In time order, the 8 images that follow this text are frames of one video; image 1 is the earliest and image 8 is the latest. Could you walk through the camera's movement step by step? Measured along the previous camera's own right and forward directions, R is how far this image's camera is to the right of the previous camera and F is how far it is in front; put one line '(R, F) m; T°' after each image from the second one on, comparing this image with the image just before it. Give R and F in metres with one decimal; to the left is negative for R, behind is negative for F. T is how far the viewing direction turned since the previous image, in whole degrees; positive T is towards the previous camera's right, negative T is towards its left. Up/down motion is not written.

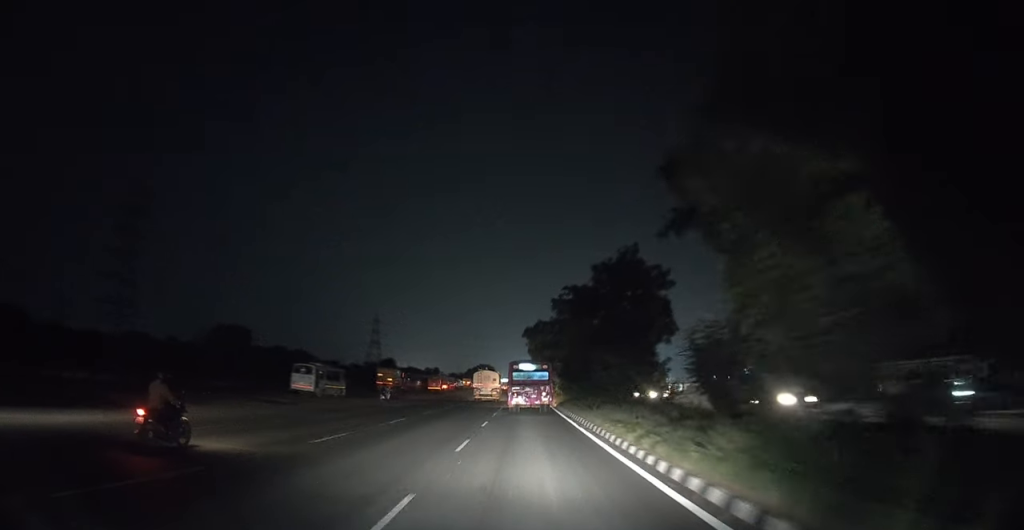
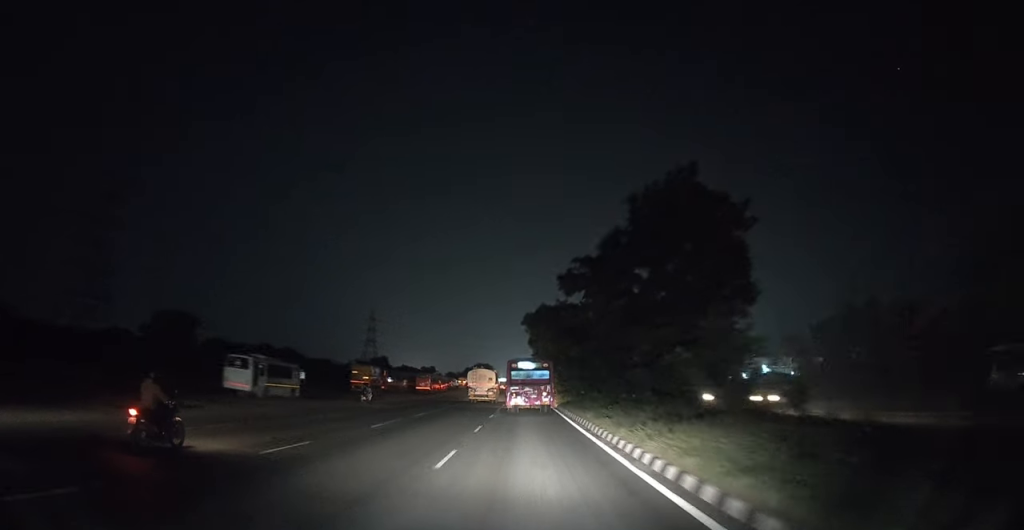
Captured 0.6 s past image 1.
(-0.1, +12.1) m; 0°
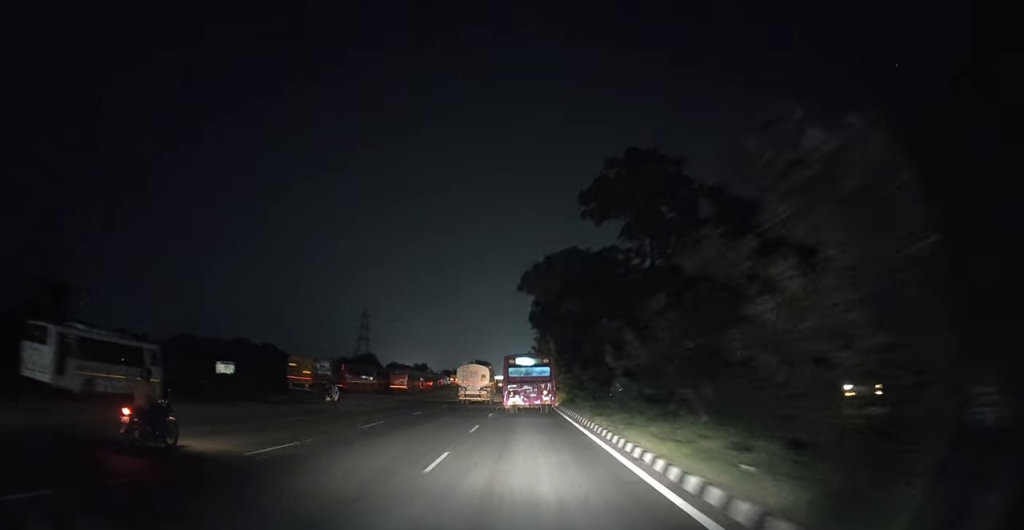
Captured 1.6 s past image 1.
(0.0, +18.8) m; -2°
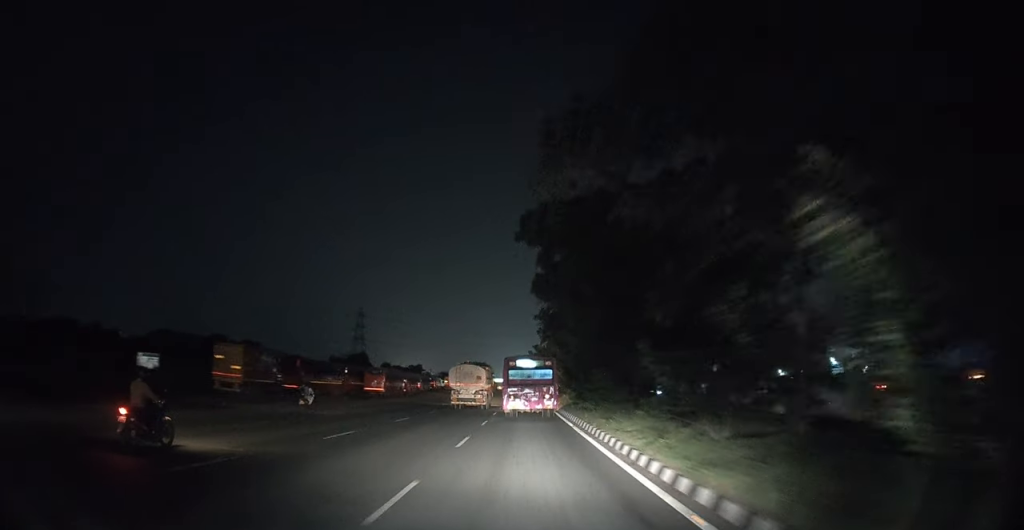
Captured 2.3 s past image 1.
(-0.4, +13.0) m; -1°
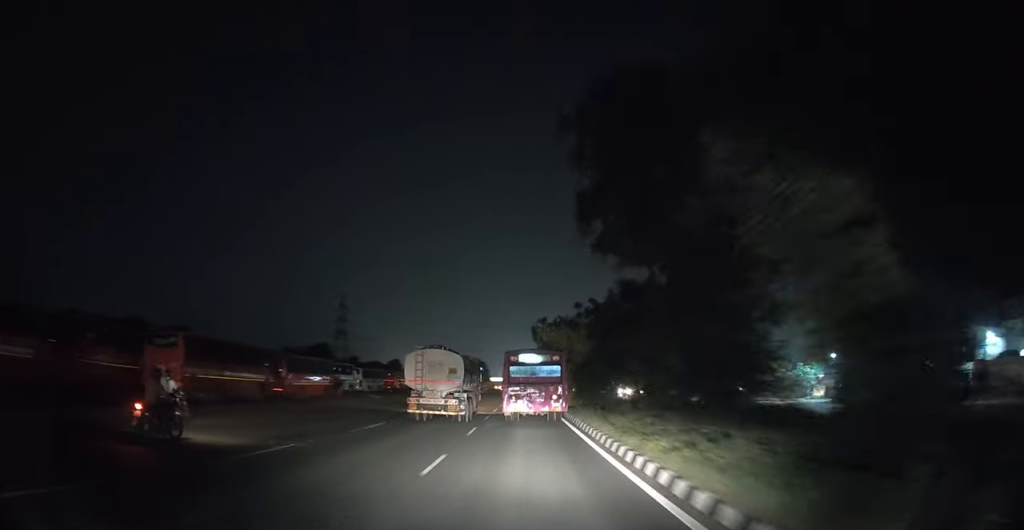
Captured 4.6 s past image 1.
(0.0, +41.2) m; 0°
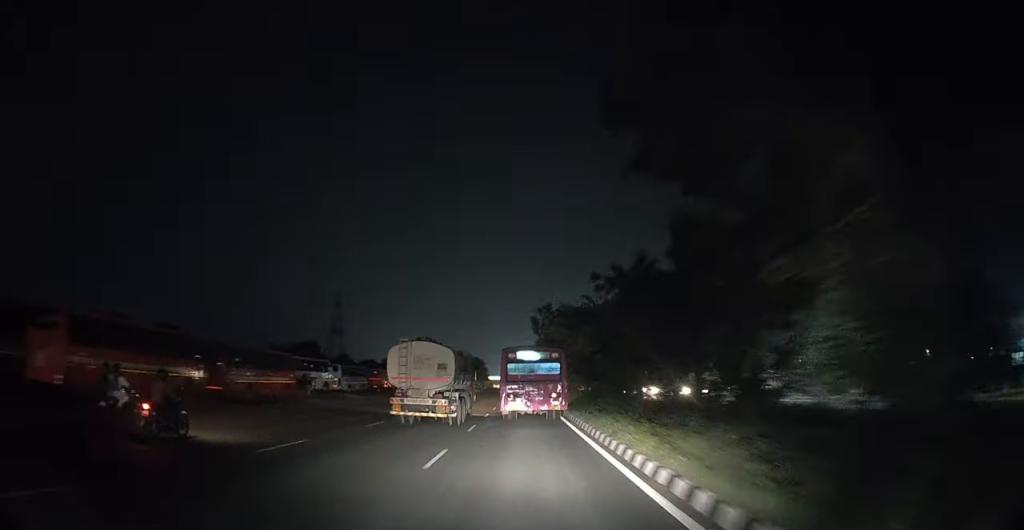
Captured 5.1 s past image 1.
(0.0, +8.4) m; +1°
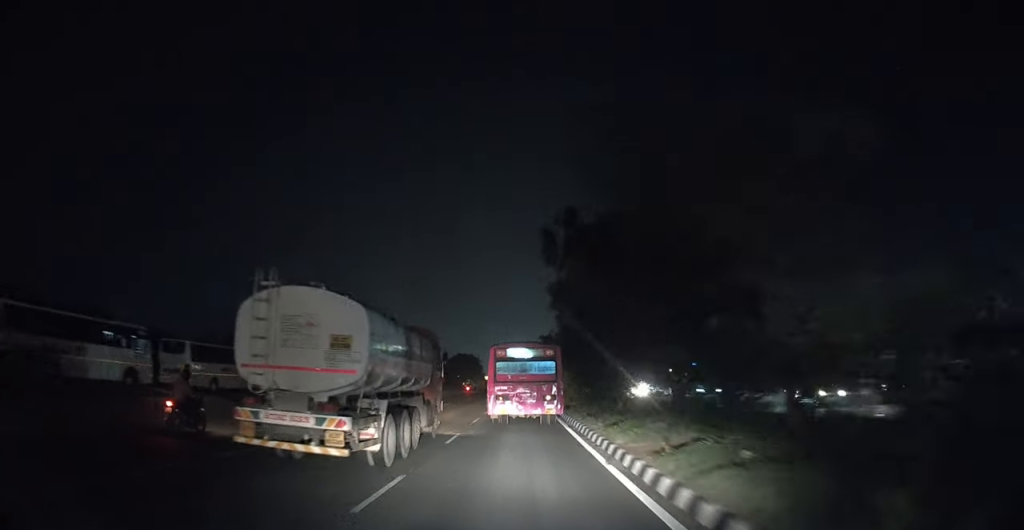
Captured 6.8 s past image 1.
(+0.4, +31.3) m; +1°
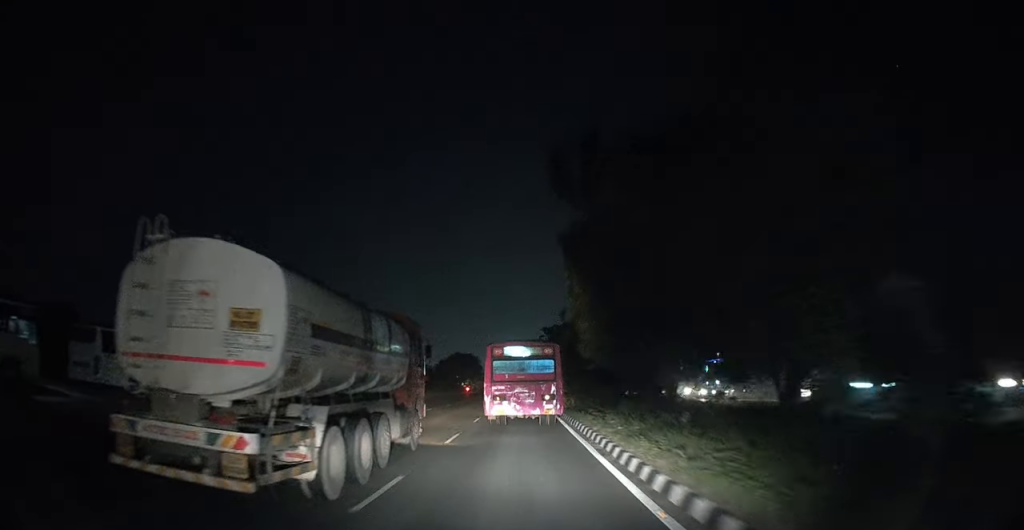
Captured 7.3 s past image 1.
(0.0, +9.1) m; 0°
